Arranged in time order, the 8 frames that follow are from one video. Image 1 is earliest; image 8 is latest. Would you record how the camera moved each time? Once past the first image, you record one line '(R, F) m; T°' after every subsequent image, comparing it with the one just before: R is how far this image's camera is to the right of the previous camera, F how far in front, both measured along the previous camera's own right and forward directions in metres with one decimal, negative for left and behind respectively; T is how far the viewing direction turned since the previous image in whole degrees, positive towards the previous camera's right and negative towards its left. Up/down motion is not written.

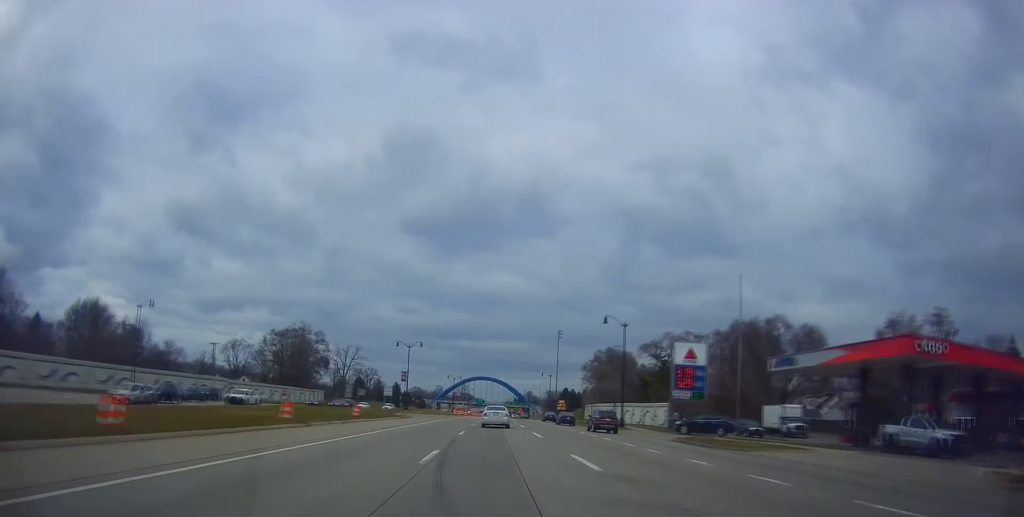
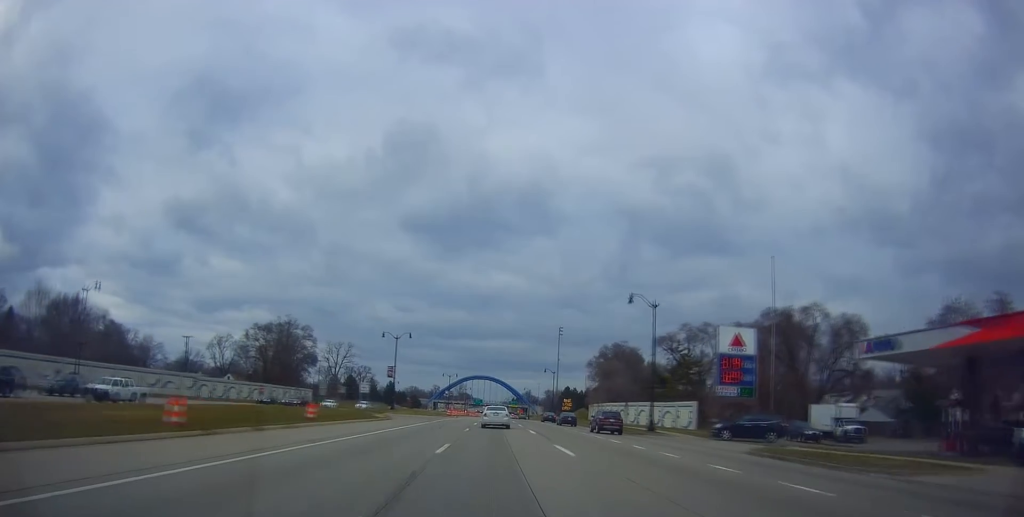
(+0.1, +11.1) m; 0°
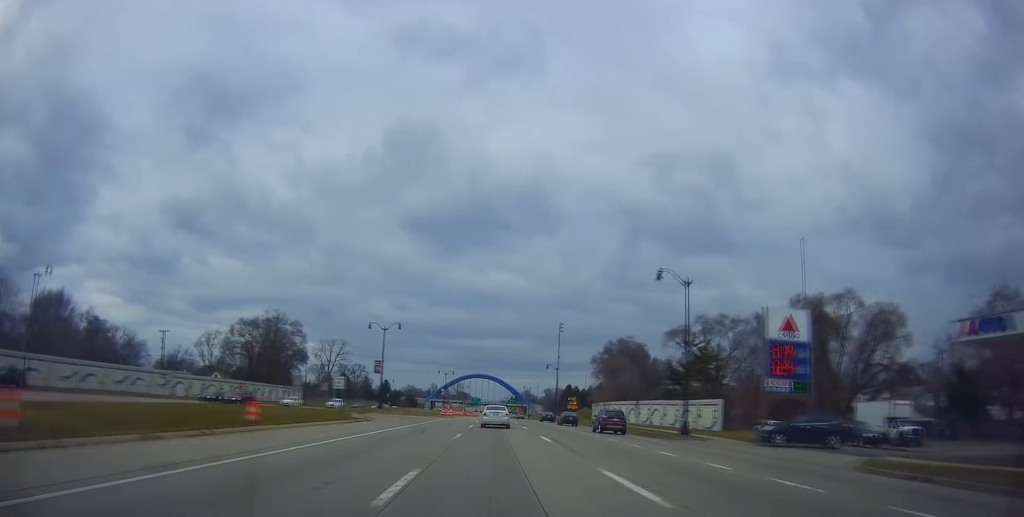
(-0.4, +8.4) m; 0°
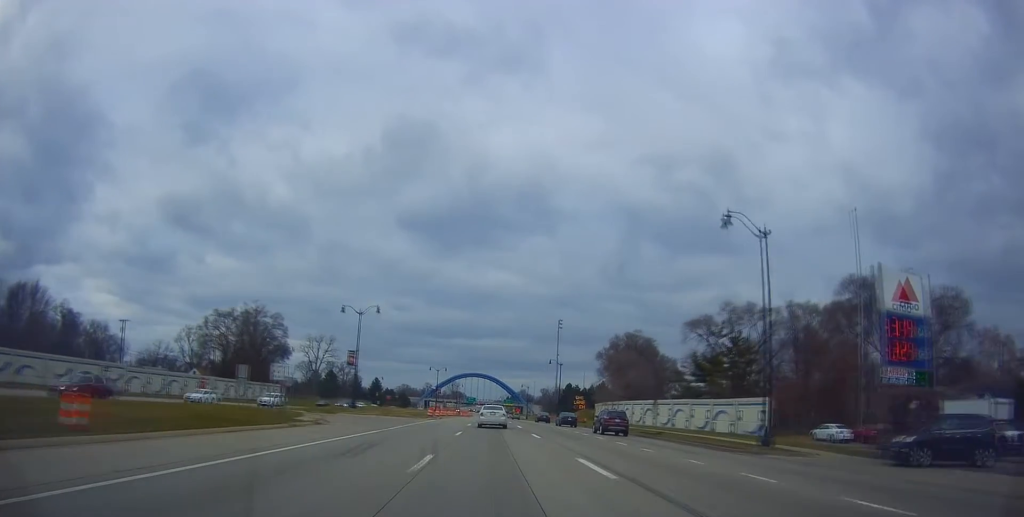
(0.0, +12.2) m; +1°
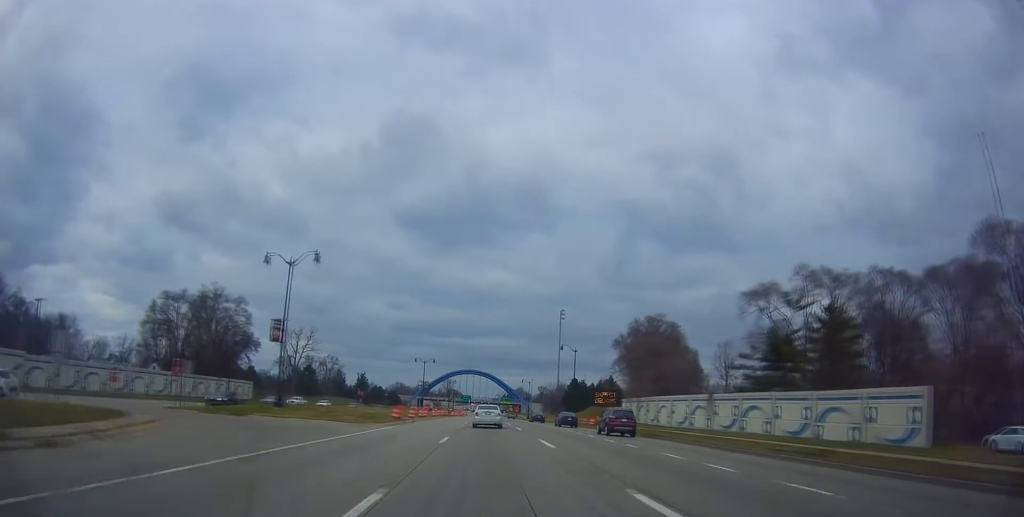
(+0.6, +21.4) m; +2°
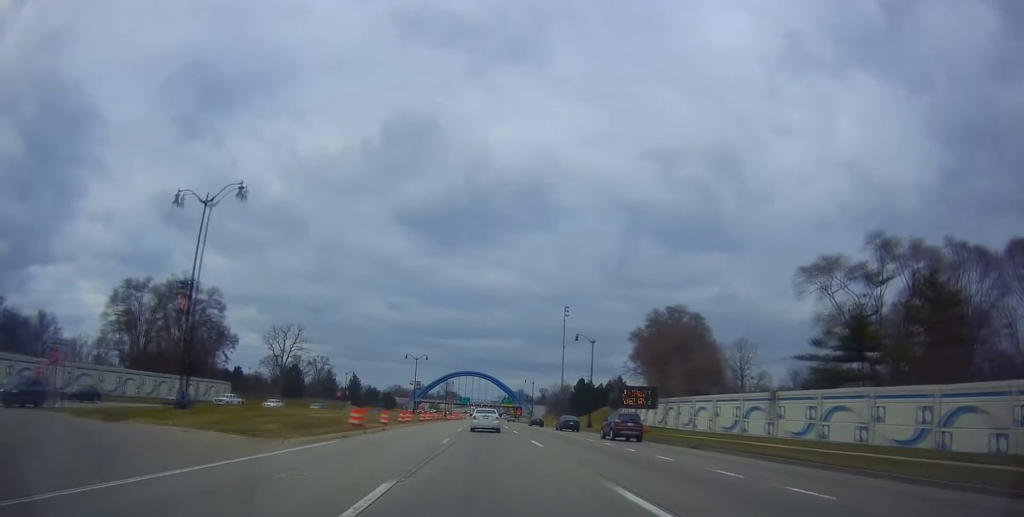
(0.0, +13.5) m; 0°
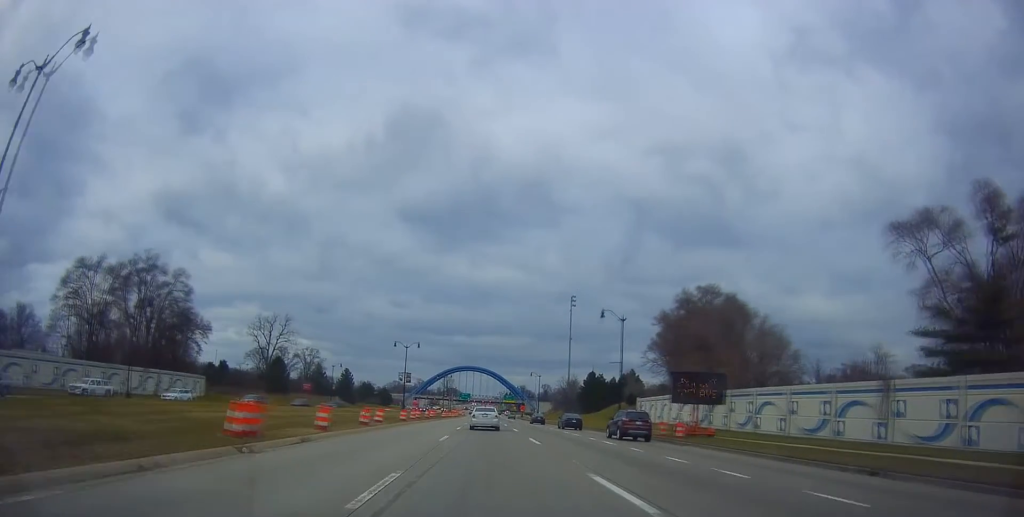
(0.0, +14.3) m; 0°
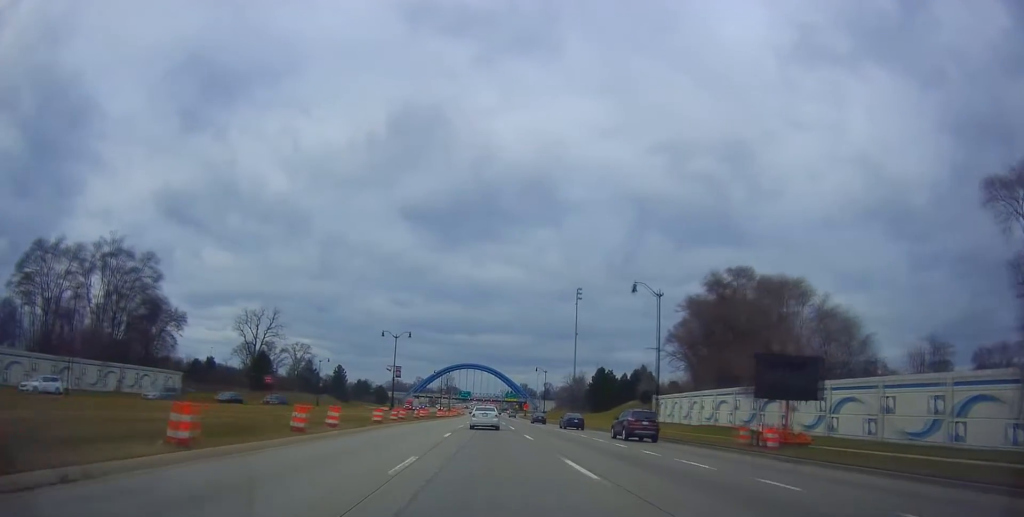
(0.0, +11.1) m; +2°
